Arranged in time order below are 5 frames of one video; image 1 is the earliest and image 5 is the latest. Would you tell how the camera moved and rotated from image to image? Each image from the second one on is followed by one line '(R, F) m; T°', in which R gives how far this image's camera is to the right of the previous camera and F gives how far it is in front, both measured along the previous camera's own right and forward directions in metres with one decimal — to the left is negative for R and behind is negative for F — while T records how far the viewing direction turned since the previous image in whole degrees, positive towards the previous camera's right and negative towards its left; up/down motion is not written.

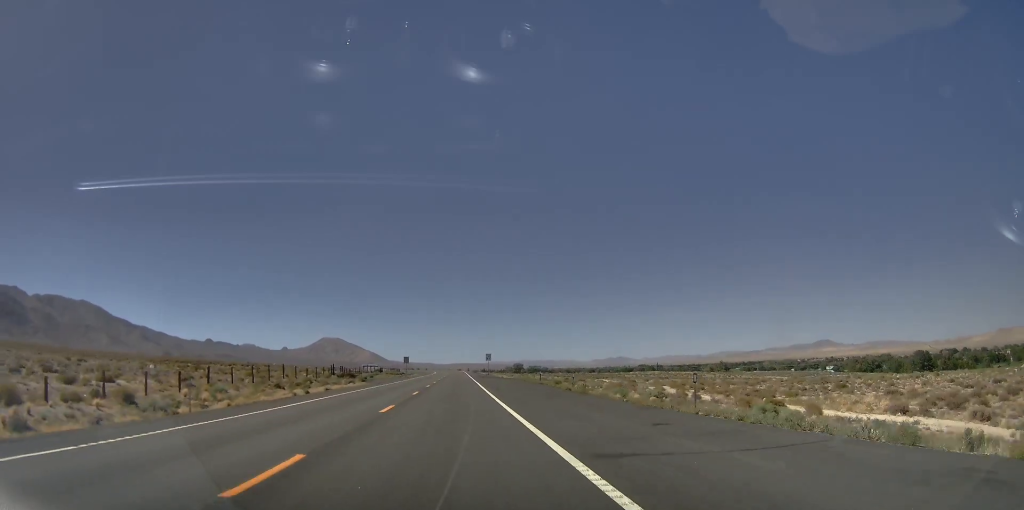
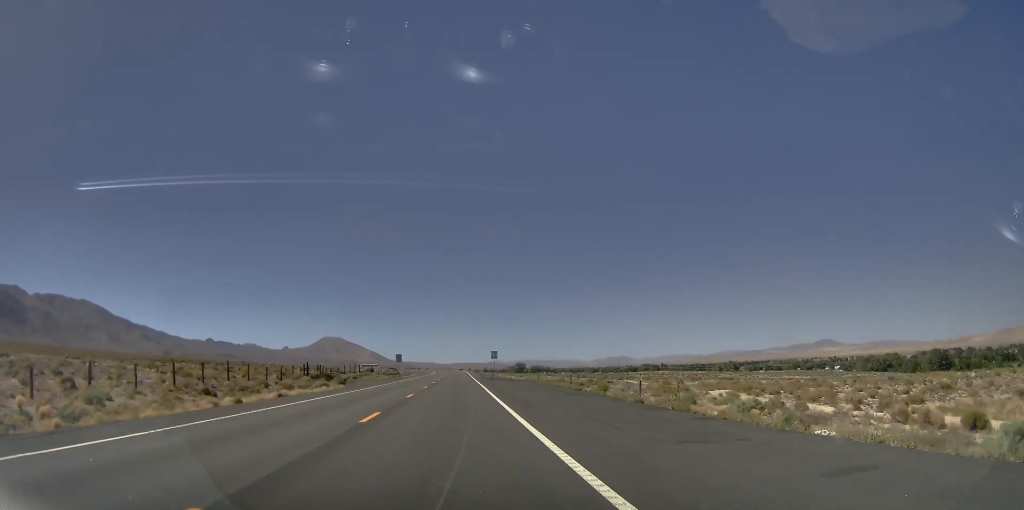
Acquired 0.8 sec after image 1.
(-0.1, +13.7) m; -1°
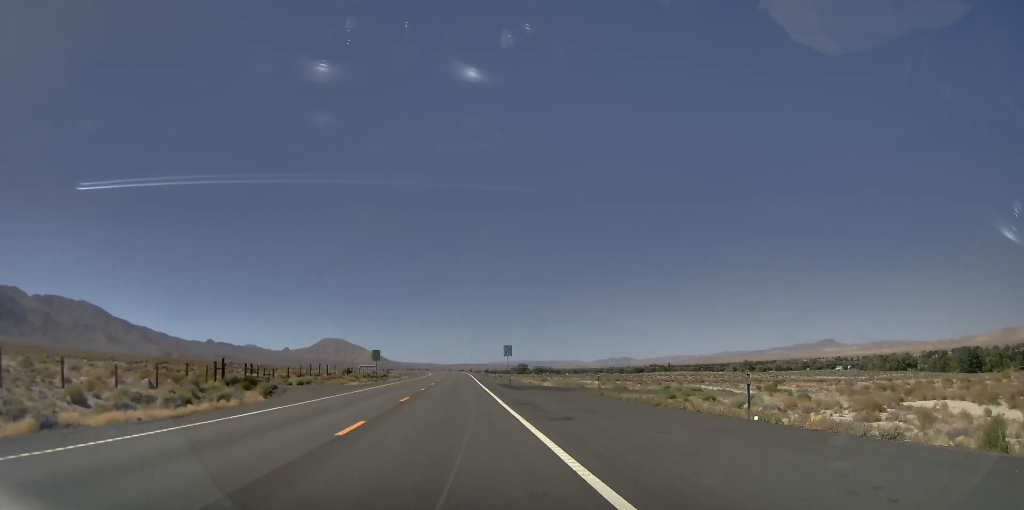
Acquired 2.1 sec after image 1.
(-0.3, +25.1) m; +1°
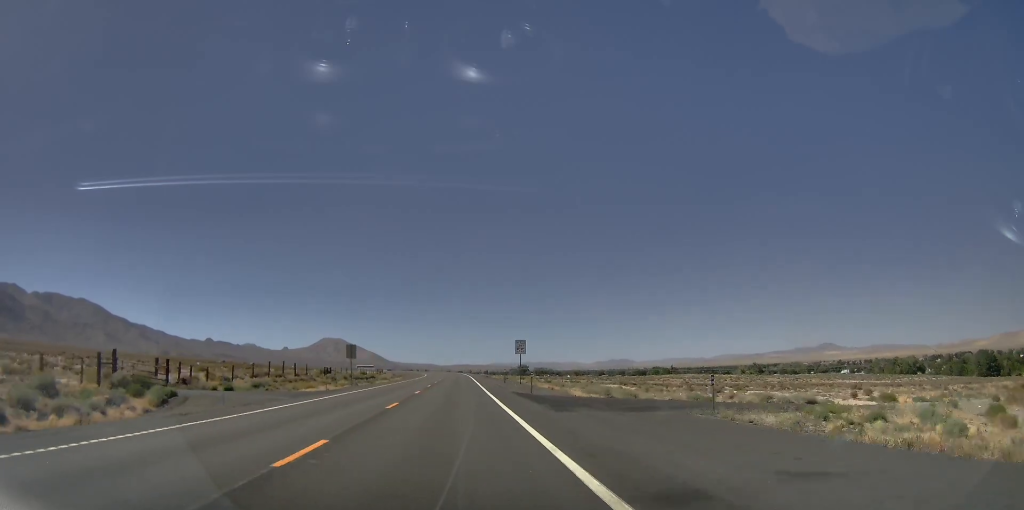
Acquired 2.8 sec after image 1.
(+0.3, +16.5) m; +1°
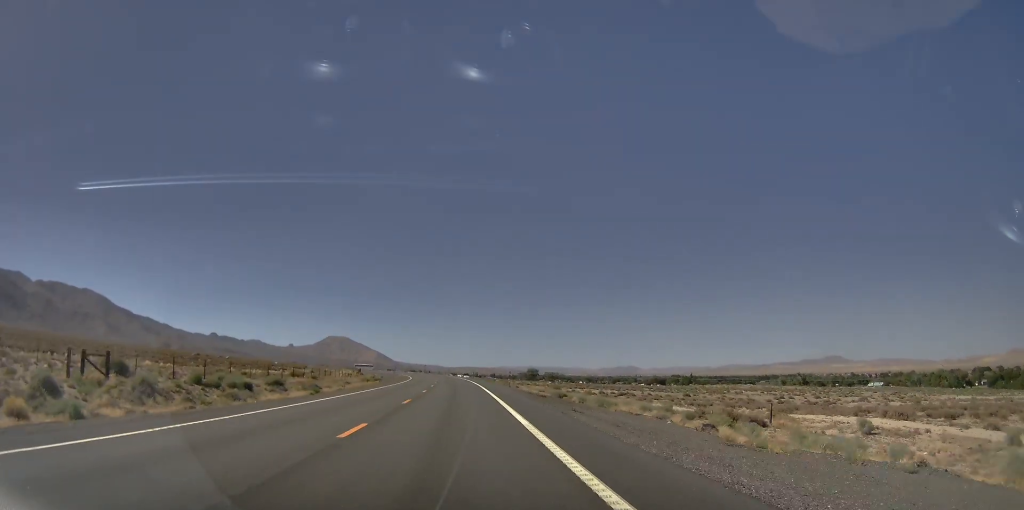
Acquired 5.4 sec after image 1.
(+0.4, +63.2) m; 0°
